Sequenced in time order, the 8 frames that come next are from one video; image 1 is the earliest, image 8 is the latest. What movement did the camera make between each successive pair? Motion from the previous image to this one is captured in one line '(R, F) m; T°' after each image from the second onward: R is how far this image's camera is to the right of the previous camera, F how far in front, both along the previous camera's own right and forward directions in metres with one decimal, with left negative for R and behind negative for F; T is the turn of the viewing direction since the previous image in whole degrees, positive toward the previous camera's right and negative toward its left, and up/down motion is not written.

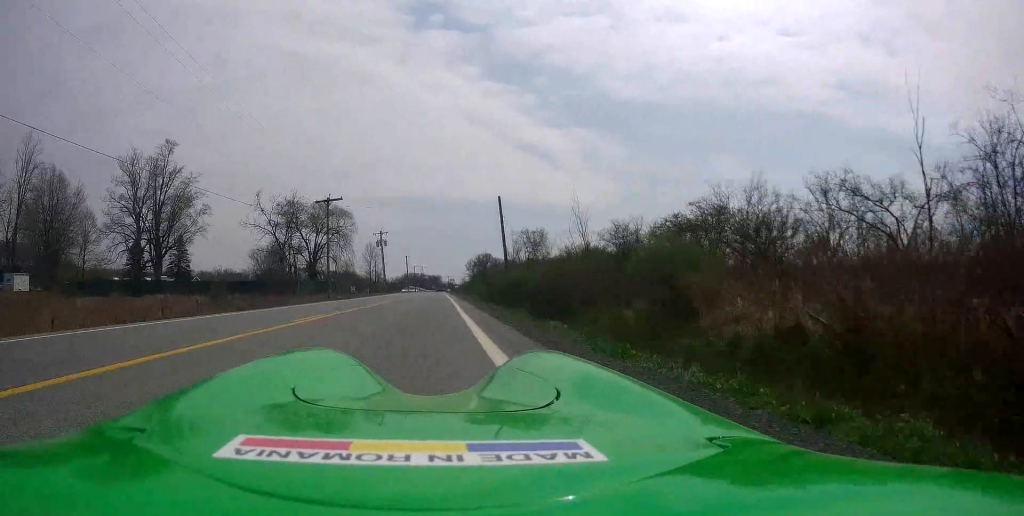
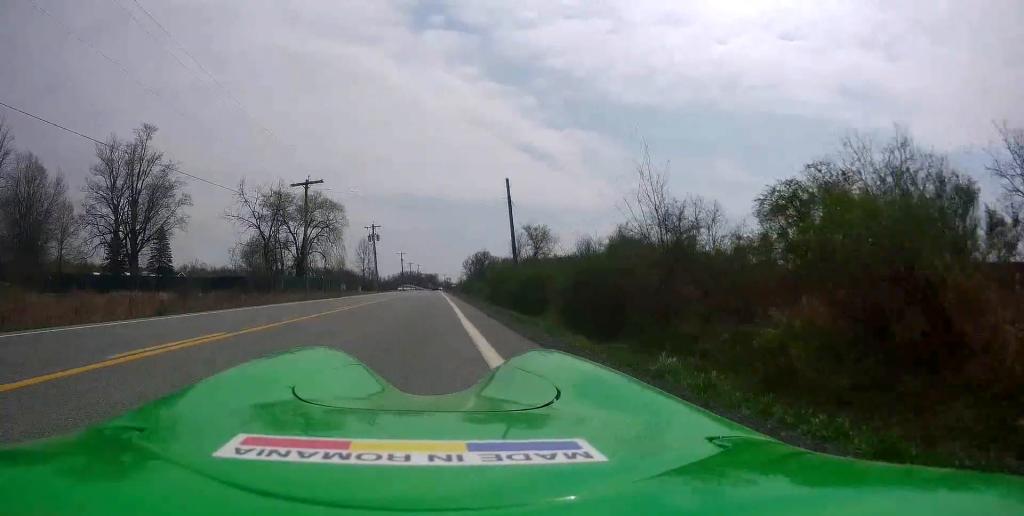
(0.0, +6.9) m; -1°
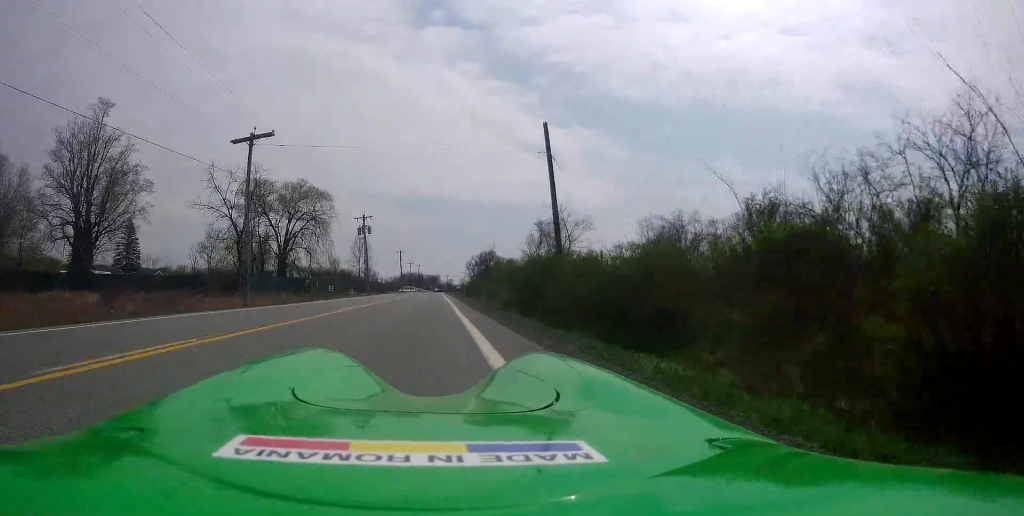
(-0.1, +12.8) m; -1°
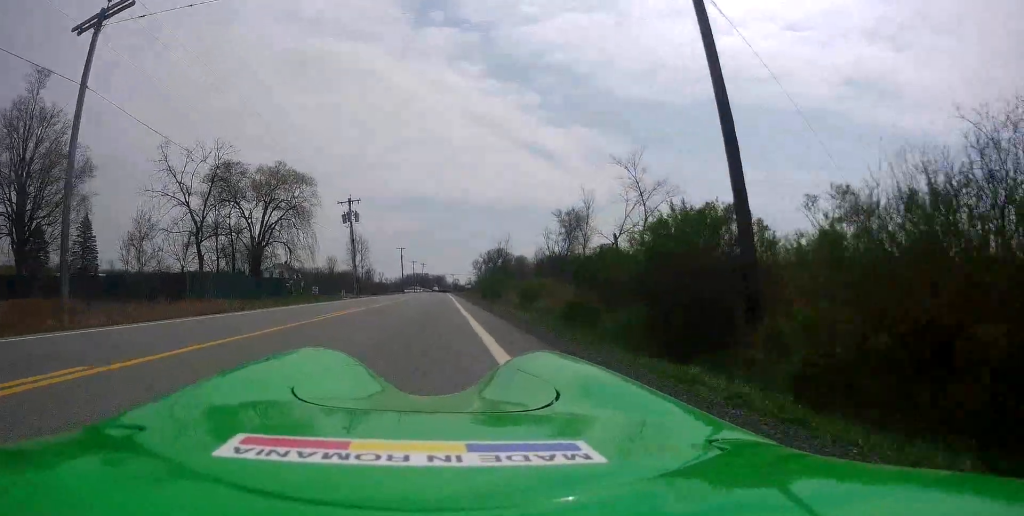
(-0.1, +14.5) m; -1°
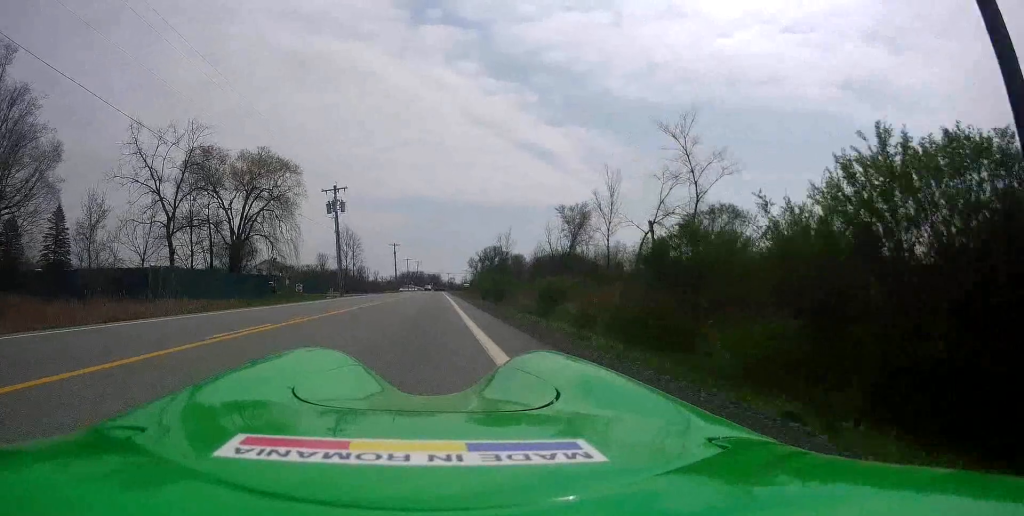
(0.0, +5.9) m; 0°
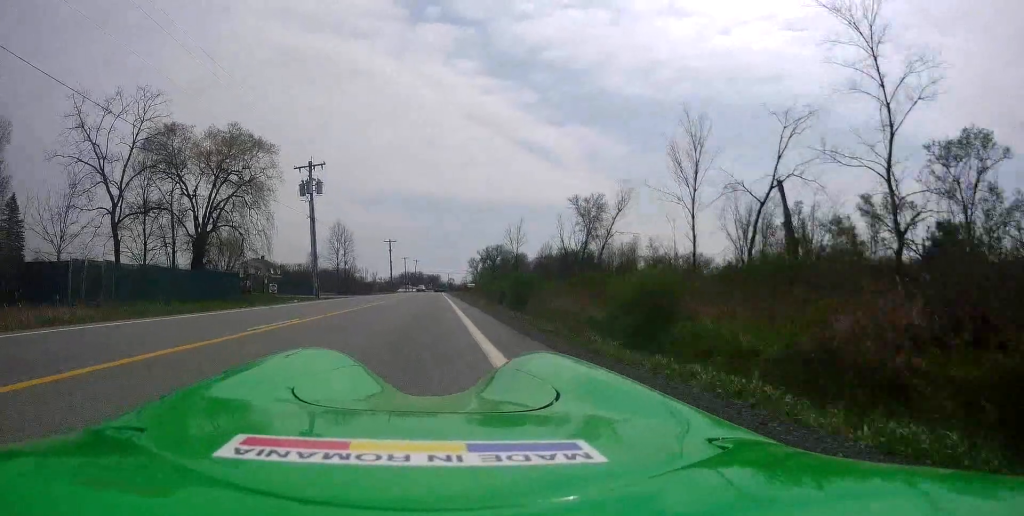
(-0.1, +10.1) m; +1°
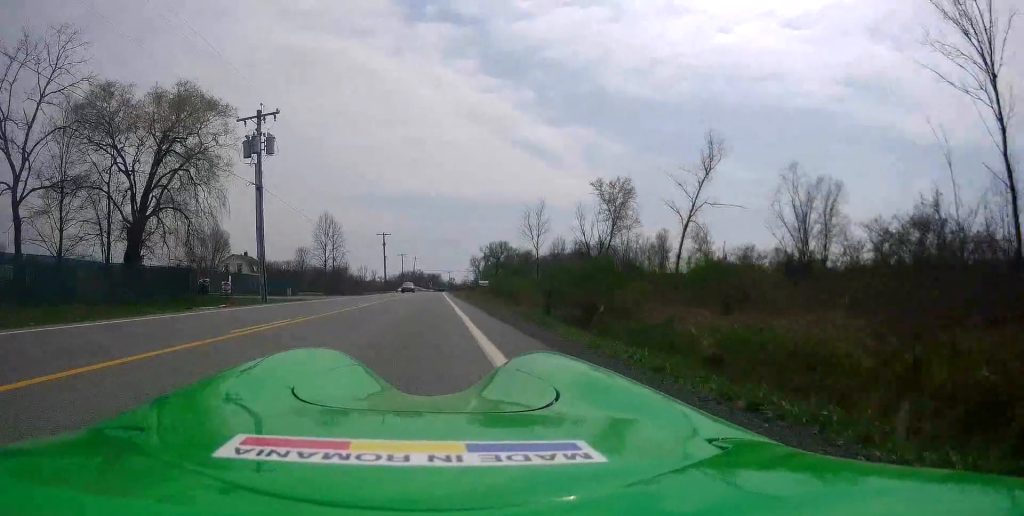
(+0.3, +12.8) m; 0°
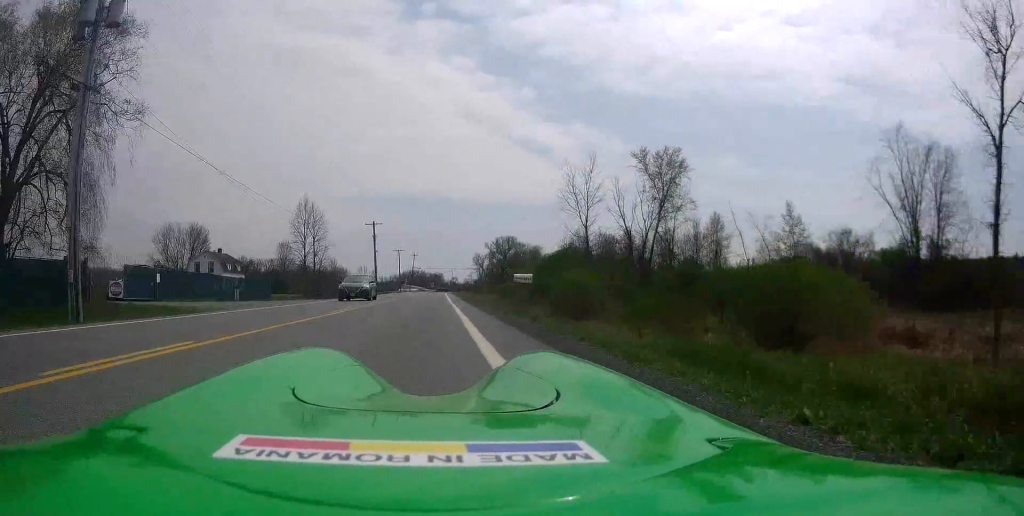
(-0.4, +16.7) m; 0°
